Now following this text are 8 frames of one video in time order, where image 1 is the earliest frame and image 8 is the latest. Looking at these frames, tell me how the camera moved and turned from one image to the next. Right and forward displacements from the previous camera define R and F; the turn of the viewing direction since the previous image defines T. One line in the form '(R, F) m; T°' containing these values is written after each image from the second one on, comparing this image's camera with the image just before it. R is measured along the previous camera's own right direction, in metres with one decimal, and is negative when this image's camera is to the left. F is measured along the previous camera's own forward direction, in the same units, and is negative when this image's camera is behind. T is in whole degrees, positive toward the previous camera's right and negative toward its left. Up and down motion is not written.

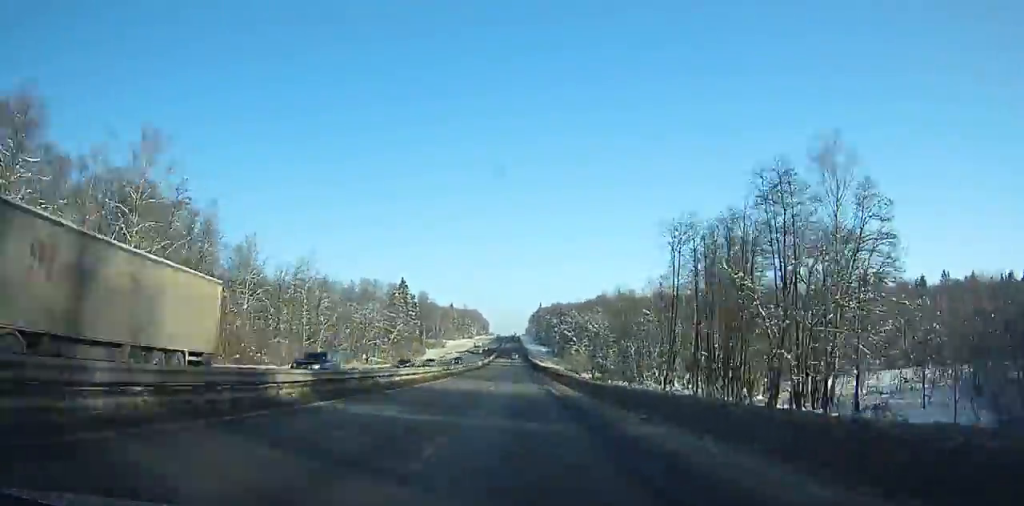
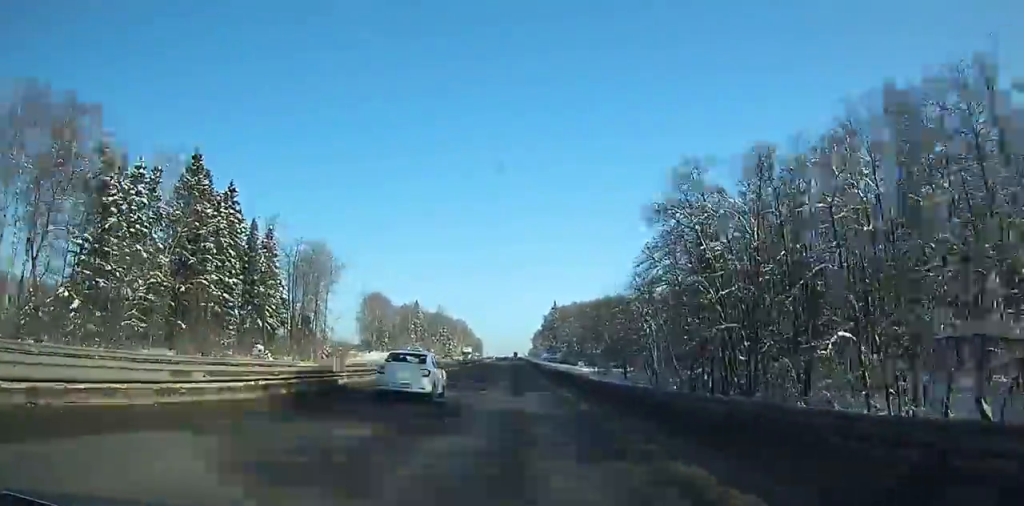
(+0.3, +161.5) m; 0°
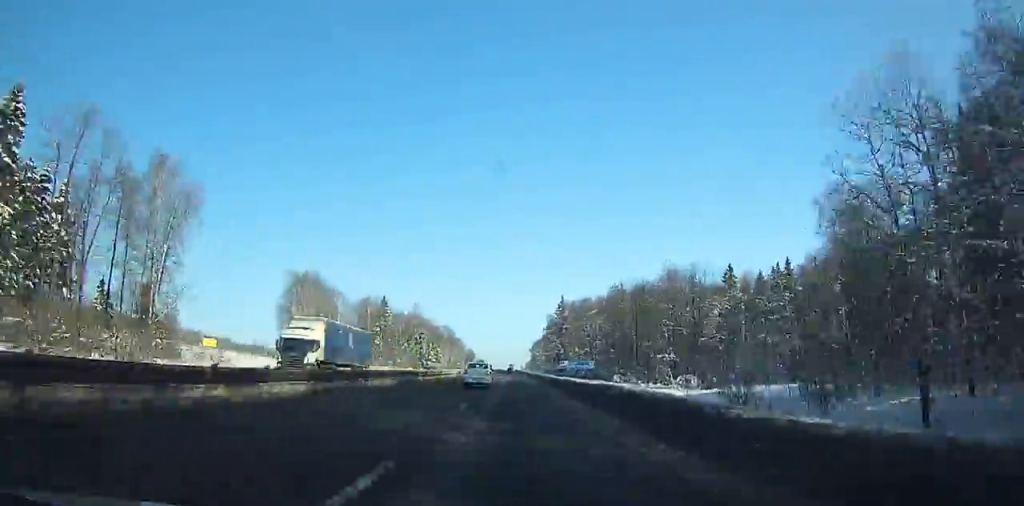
(+0.1, +62.0) m; 0°
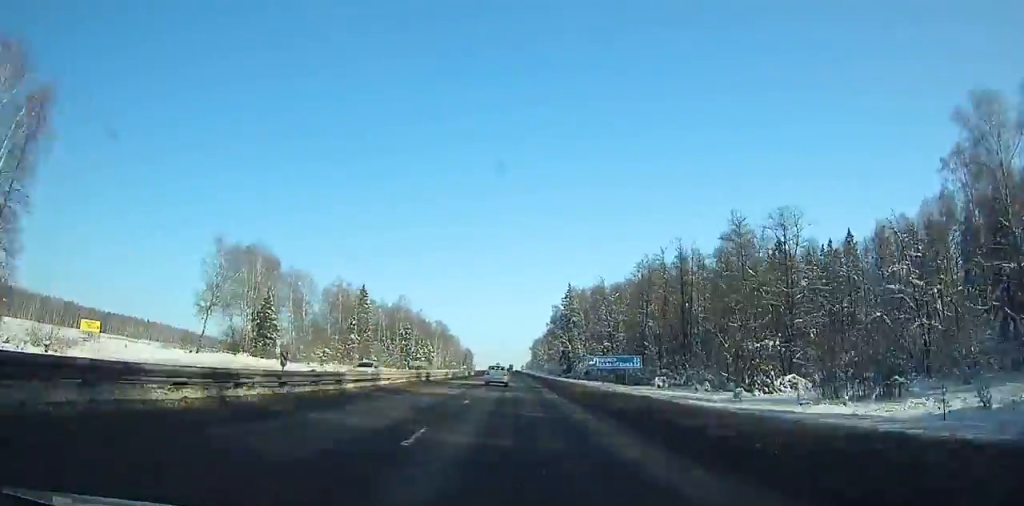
(0.0, +30.3) m; 0°
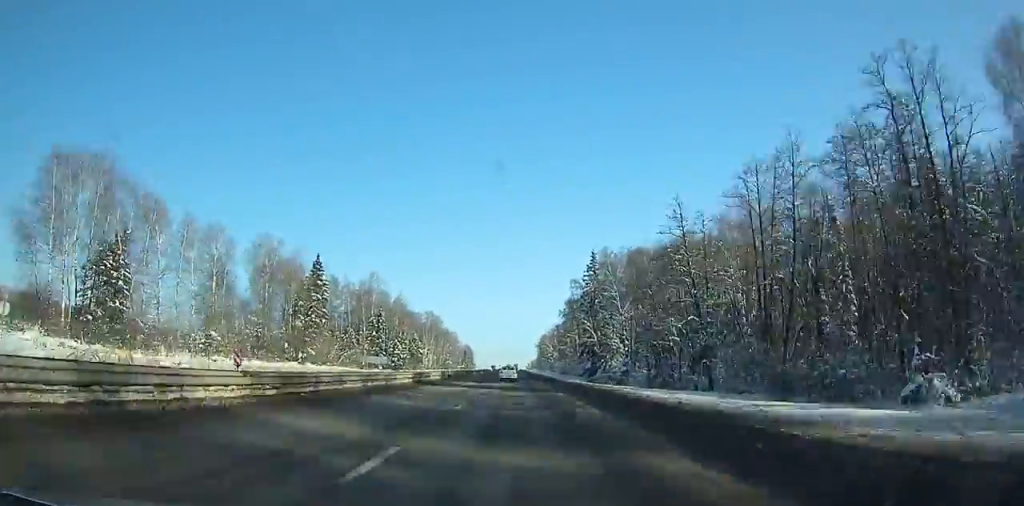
(+0.1, +47.9) m; -1°
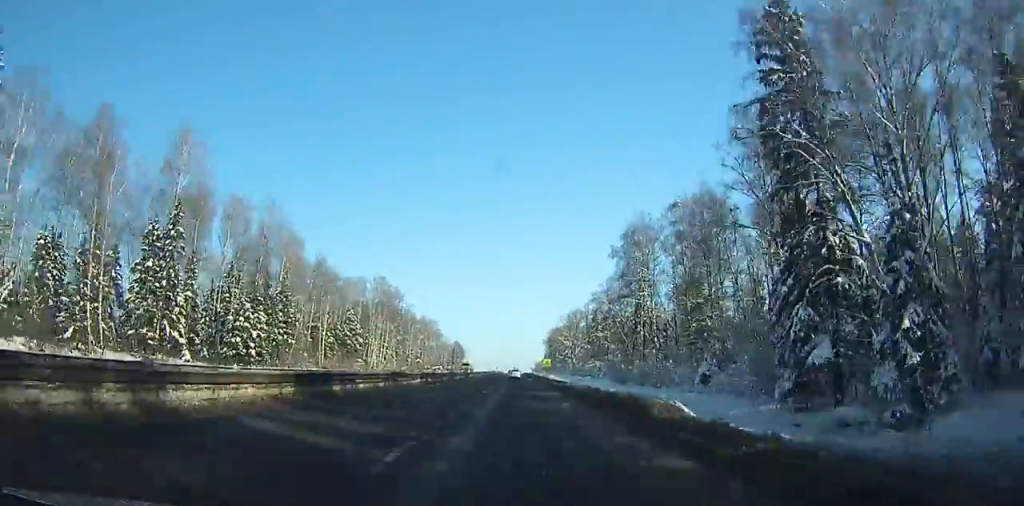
(+1.6, +100.5) m; +3°
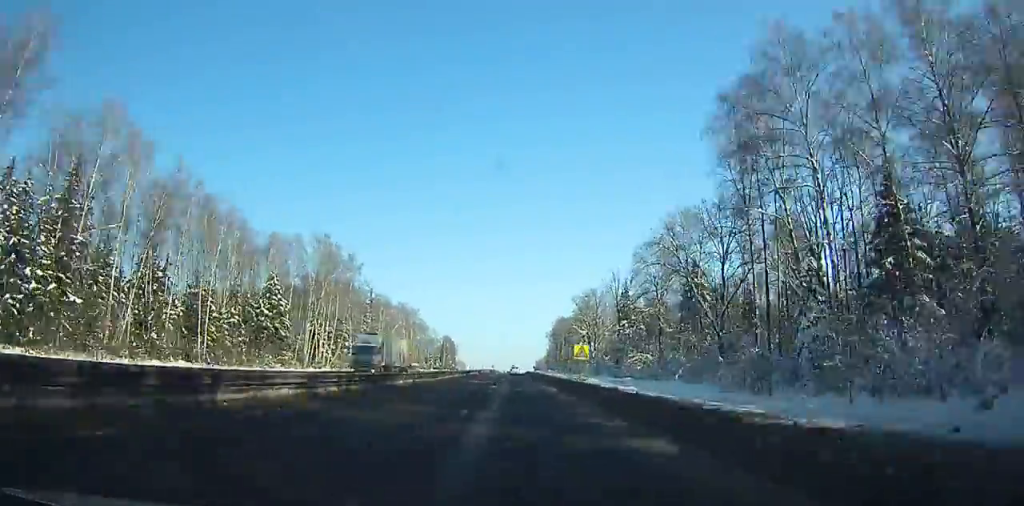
(+3.7, +53.5) m; -1°
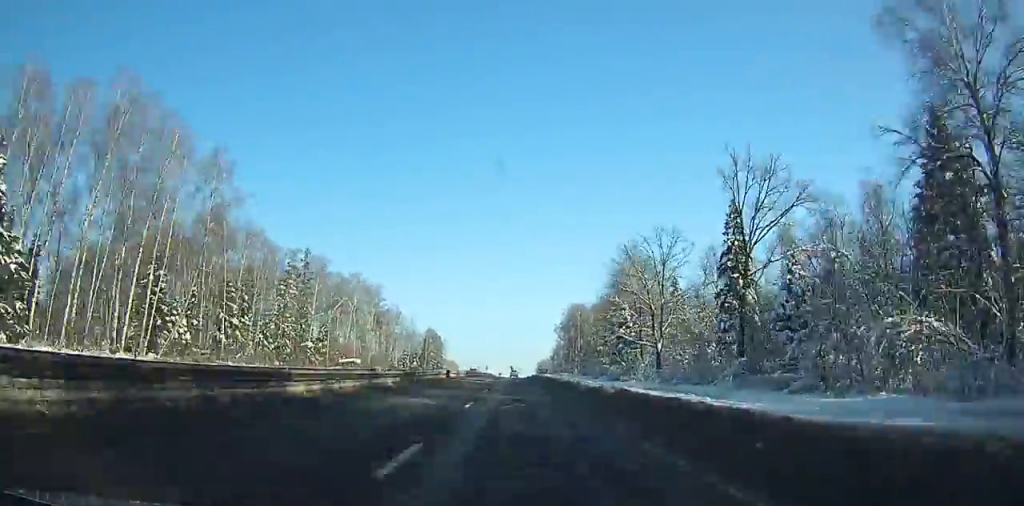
(-6.1, +73.0) m; -3°
